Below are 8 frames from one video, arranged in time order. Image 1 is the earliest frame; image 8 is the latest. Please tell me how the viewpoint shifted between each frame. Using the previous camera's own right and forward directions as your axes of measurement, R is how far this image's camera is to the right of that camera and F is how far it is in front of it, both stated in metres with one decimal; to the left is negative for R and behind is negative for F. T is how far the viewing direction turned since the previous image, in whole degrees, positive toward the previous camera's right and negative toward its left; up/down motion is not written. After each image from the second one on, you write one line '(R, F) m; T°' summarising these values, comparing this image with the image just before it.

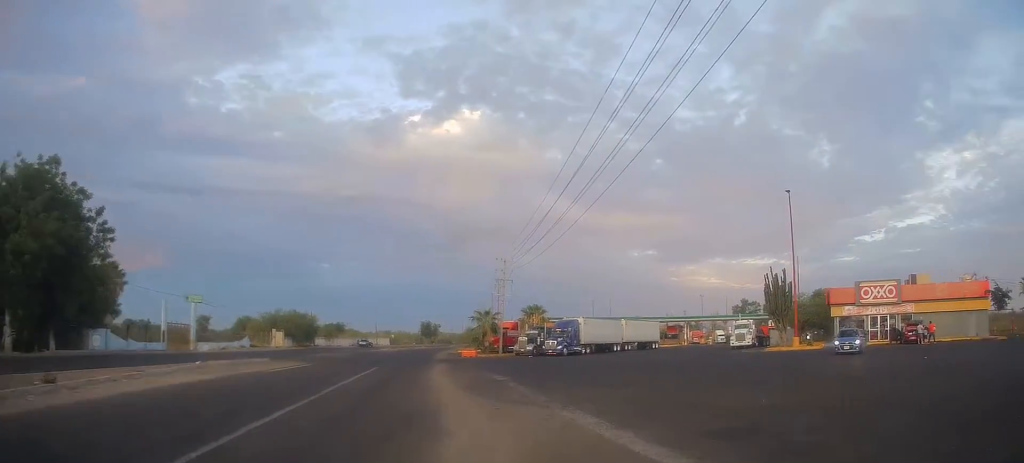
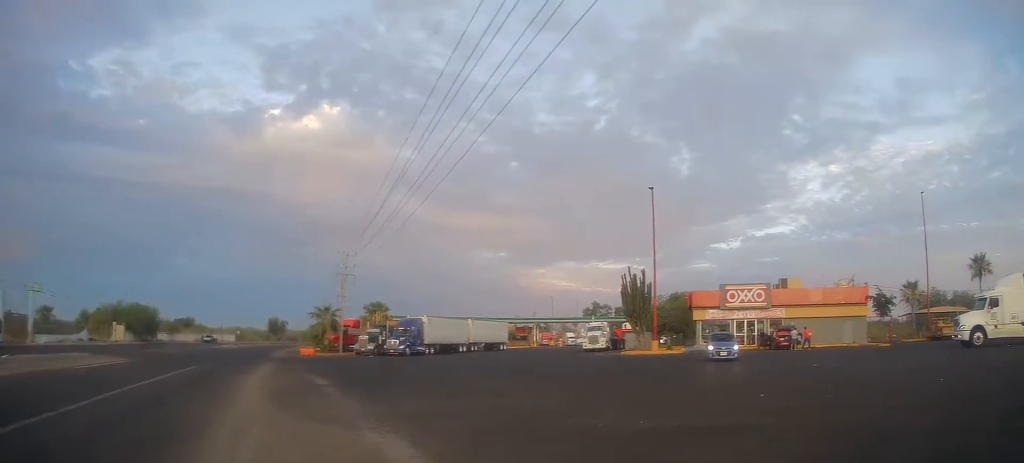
(+0.2, +3.1) m; +11°
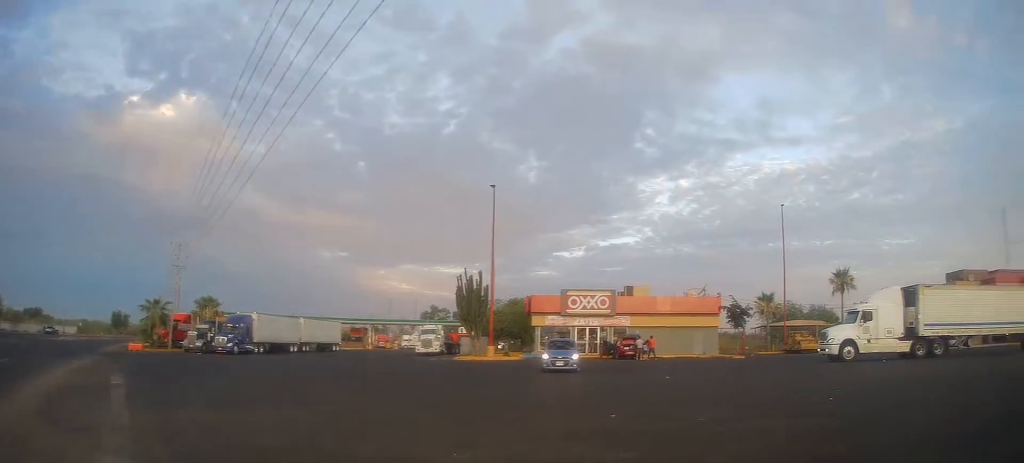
(+0.4, +2.6) m; +15°
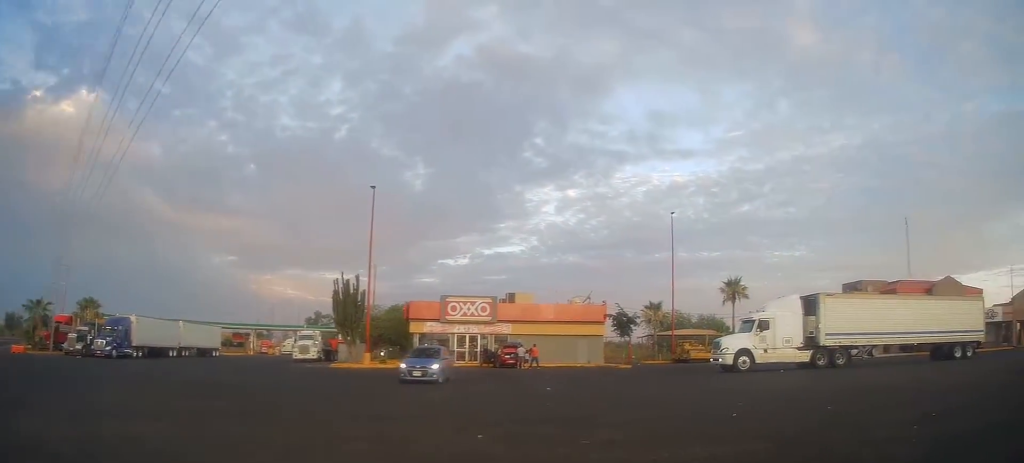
(0.0, +1.7) m; +11°
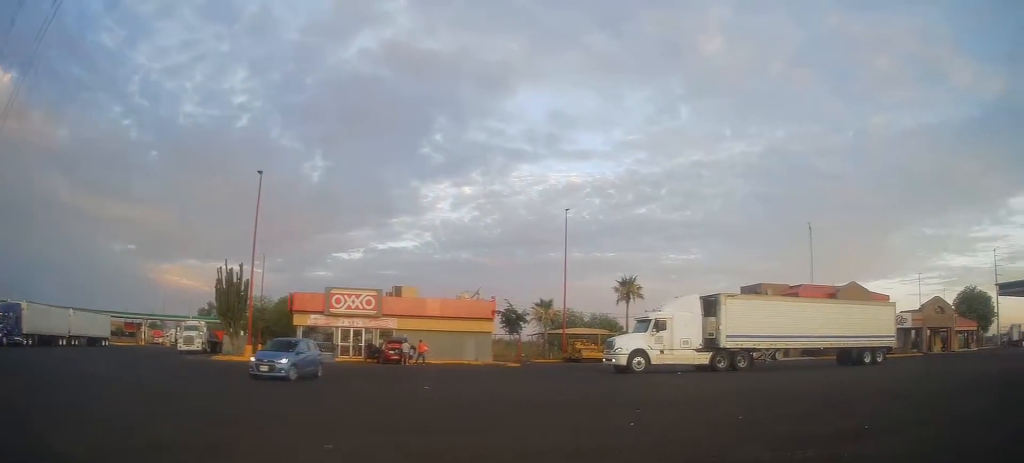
(+0.3, +1.7) m; +10°
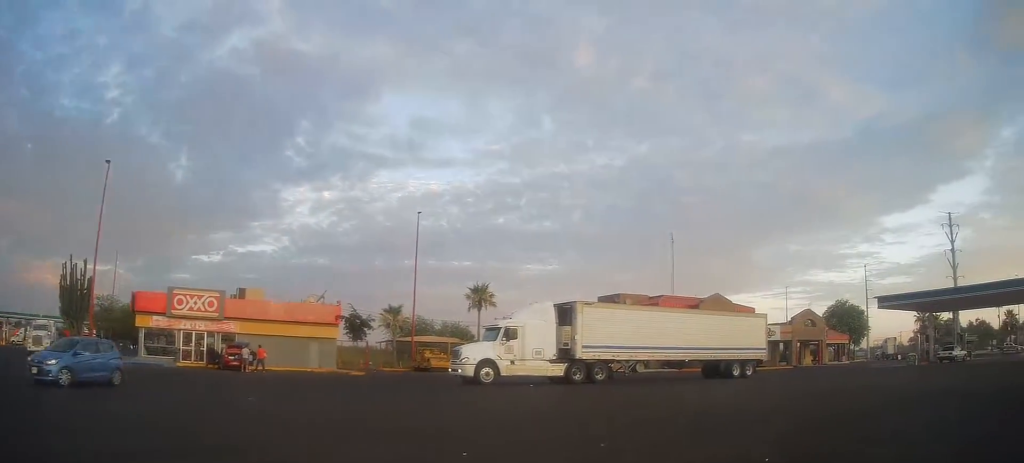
(+0.3, +2.4) m; +14°
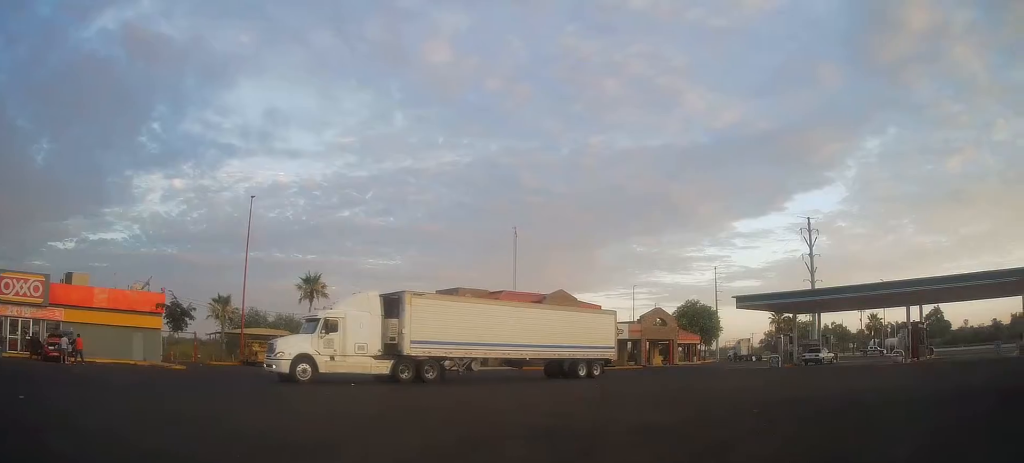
(+0.3, +3.0) m; +17°
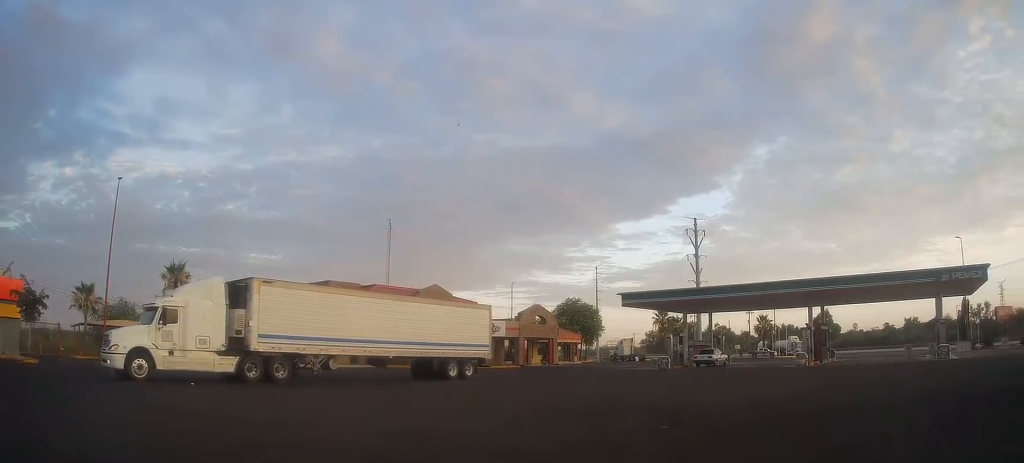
(+0.6, +3.0) m; +8°
